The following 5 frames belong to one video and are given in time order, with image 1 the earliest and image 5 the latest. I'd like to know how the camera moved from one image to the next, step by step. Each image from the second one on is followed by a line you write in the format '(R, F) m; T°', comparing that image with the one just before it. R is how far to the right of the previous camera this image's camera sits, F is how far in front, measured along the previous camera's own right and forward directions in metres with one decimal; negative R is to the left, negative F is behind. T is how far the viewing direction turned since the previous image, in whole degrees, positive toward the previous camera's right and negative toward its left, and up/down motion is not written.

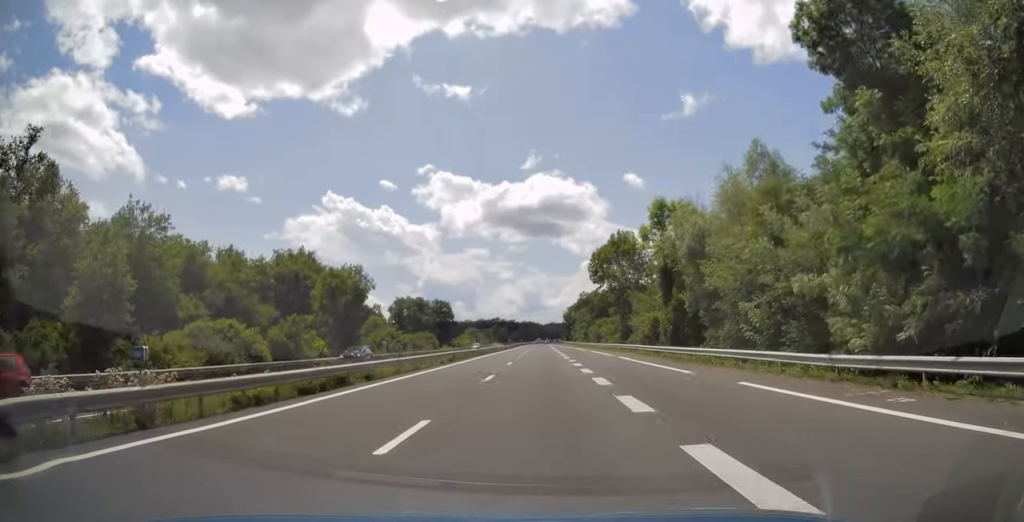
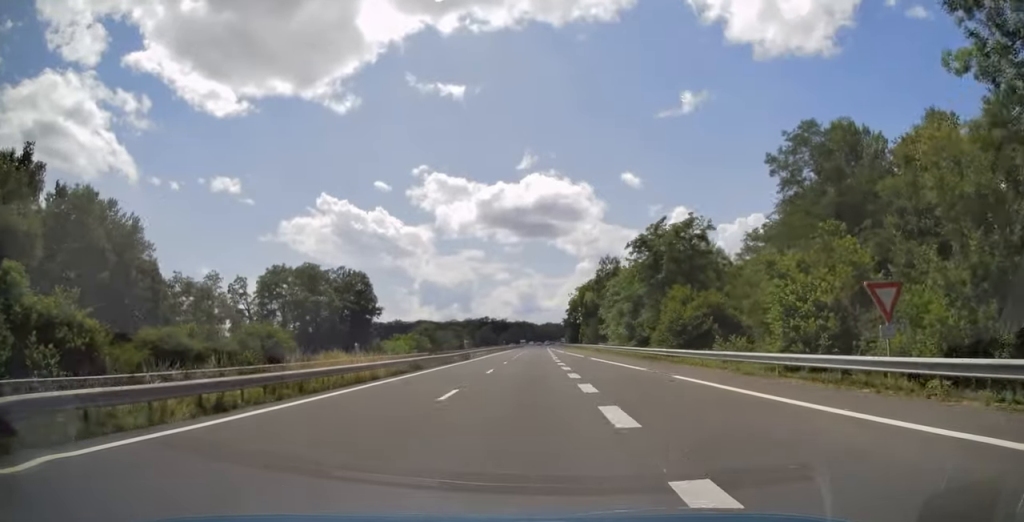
(+0.3, +73.1) m; +1°
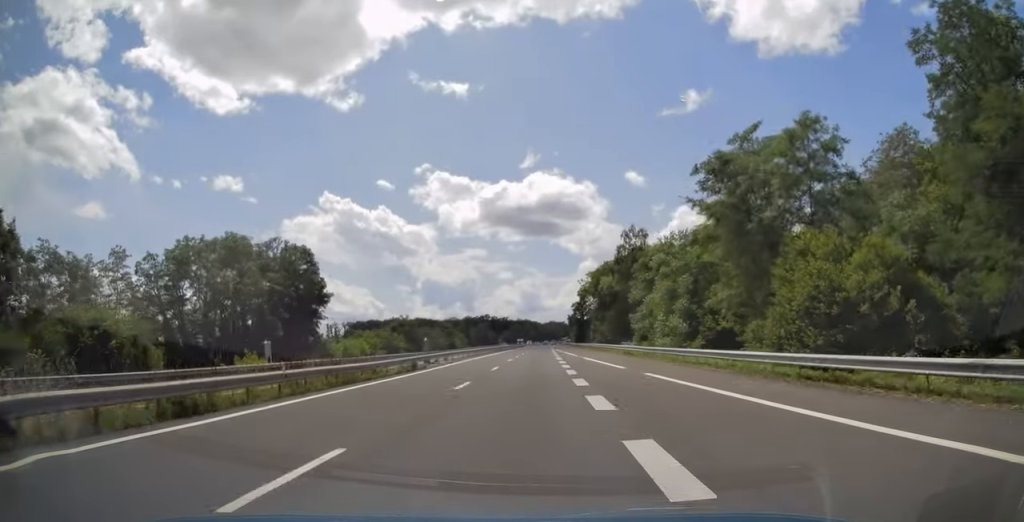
(0.0, +23.6) m; 0°
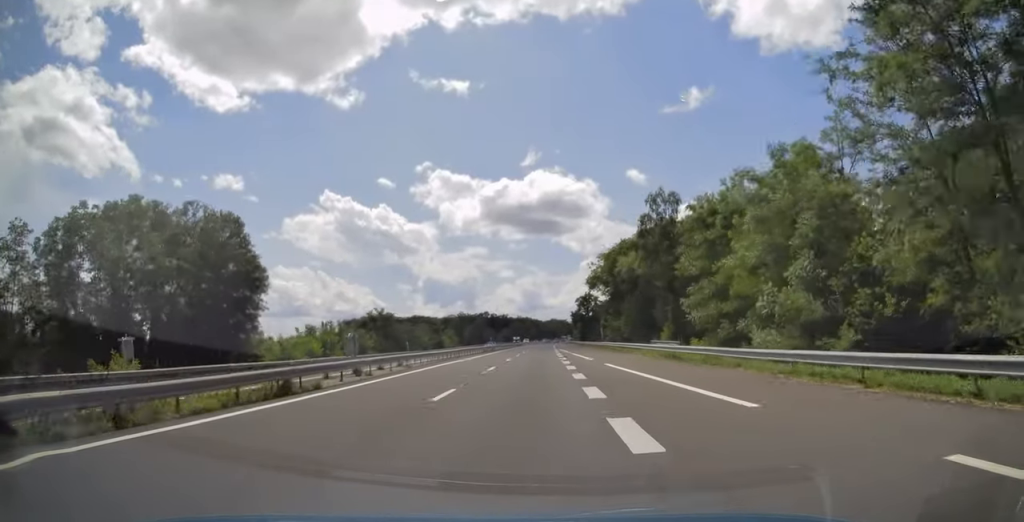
(0.0, +17.4) m; 0°
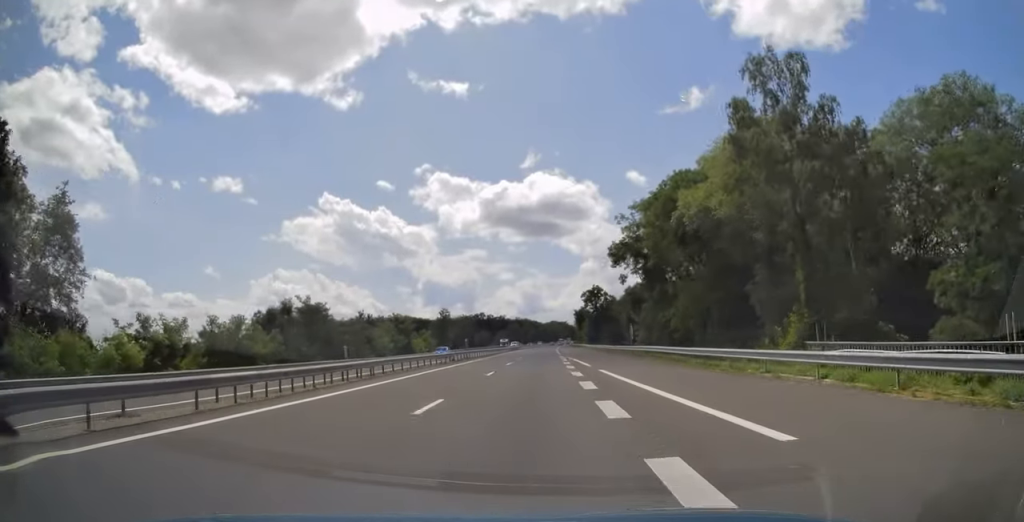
(-0.3, +29.1) m; 0°
